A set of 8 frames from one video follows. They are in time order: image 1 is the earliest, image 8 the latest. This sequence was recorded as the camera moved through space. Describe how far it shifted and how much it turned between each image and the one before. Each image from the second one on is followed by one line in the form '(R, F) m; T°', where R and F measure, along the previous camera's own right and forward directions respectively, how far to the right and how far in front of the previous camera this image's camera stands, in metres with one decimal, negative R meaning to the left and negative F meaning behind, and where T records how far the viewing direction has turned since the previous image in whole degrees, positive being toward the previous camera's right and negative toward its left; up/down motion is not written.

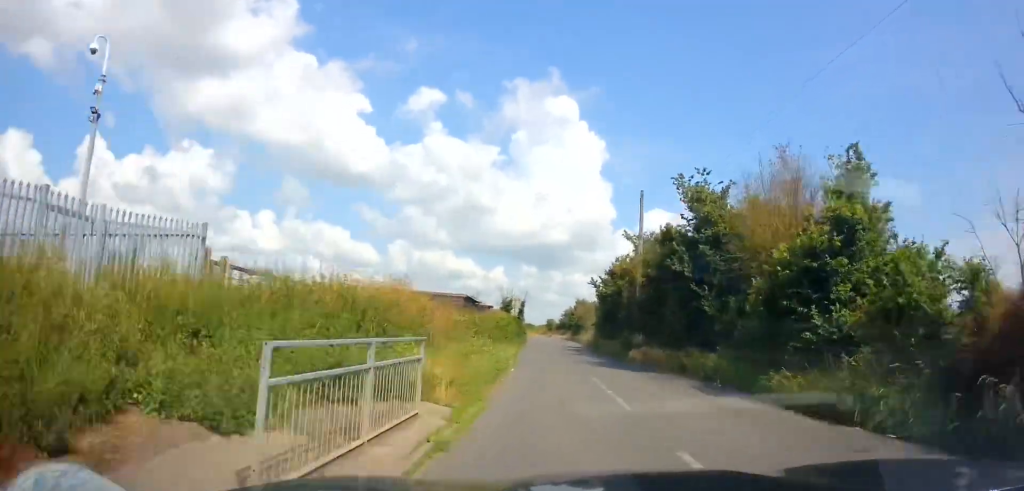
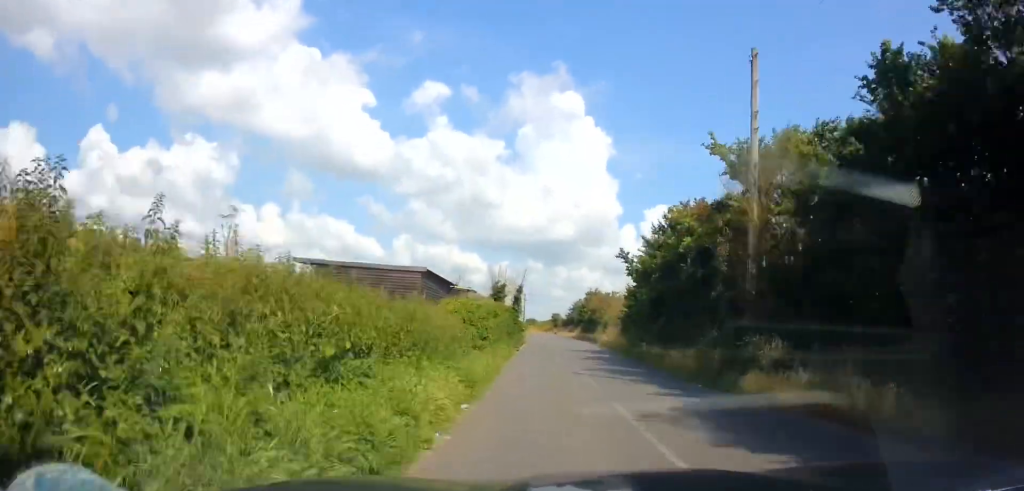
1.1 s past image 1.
(+0.3, +14.5) m; +1°
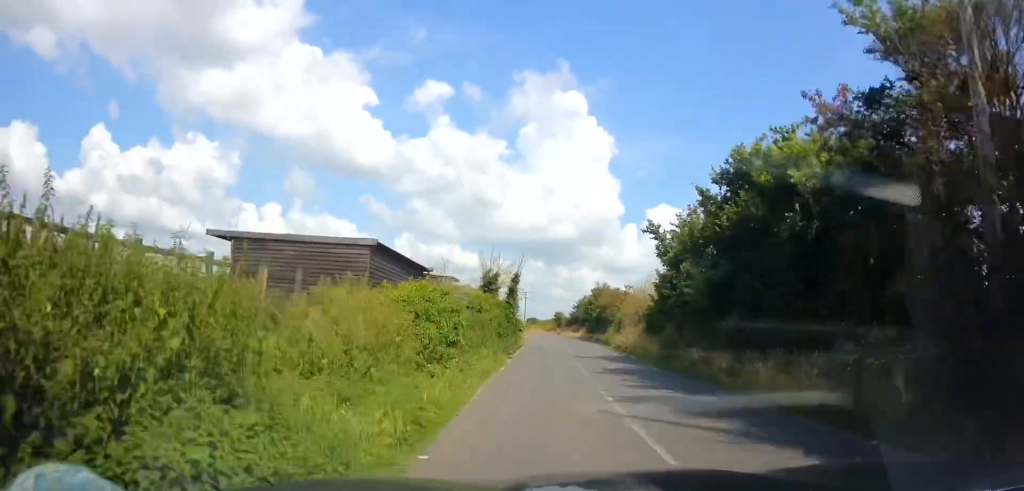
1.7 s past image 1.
(-0.1, +7.3) m; -1°
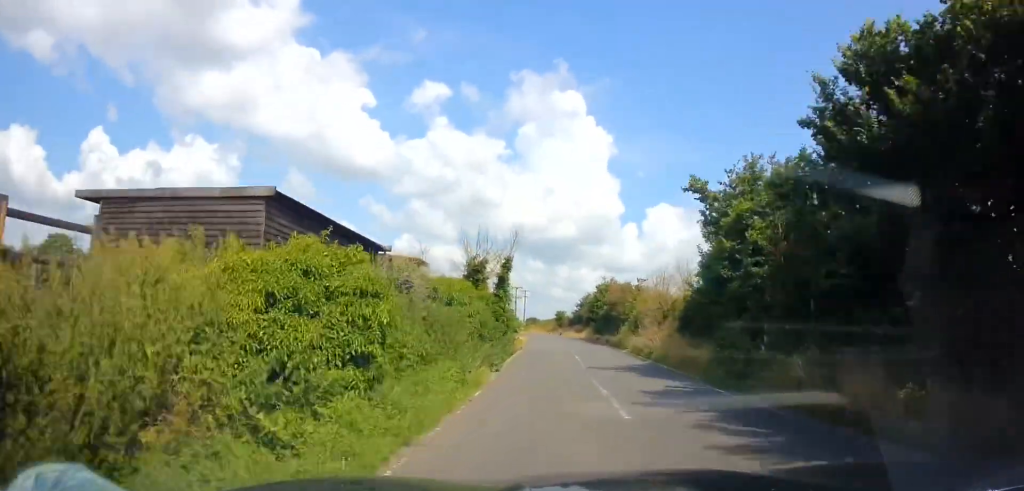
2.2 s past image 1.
(0.0, +6.0) m; 0°
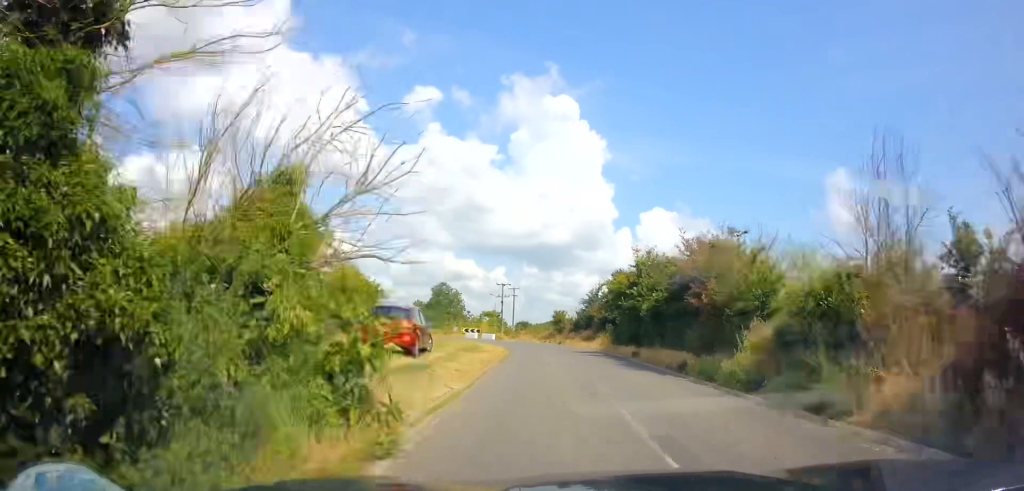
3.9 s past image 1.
(+0.3, +22.5) m; 0°
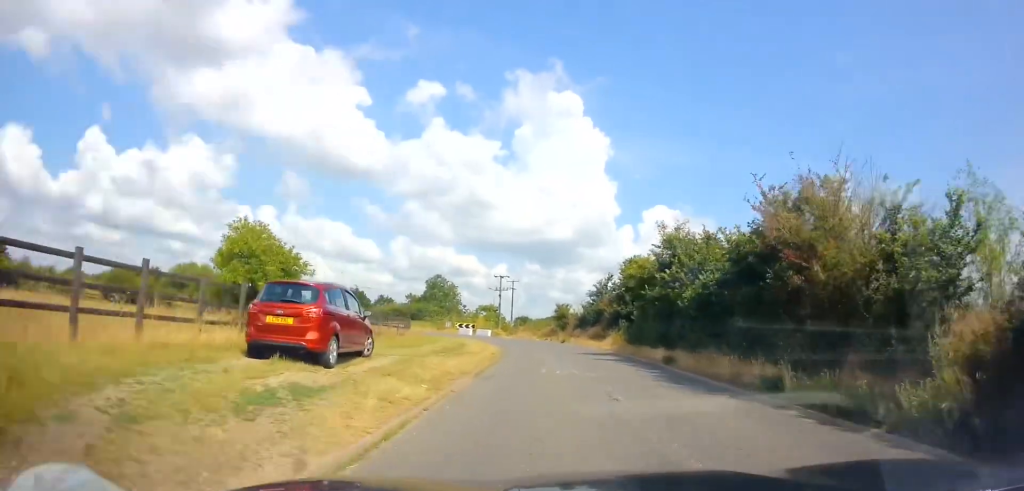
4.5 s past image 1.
(-0.1, +7.1) m; 0°
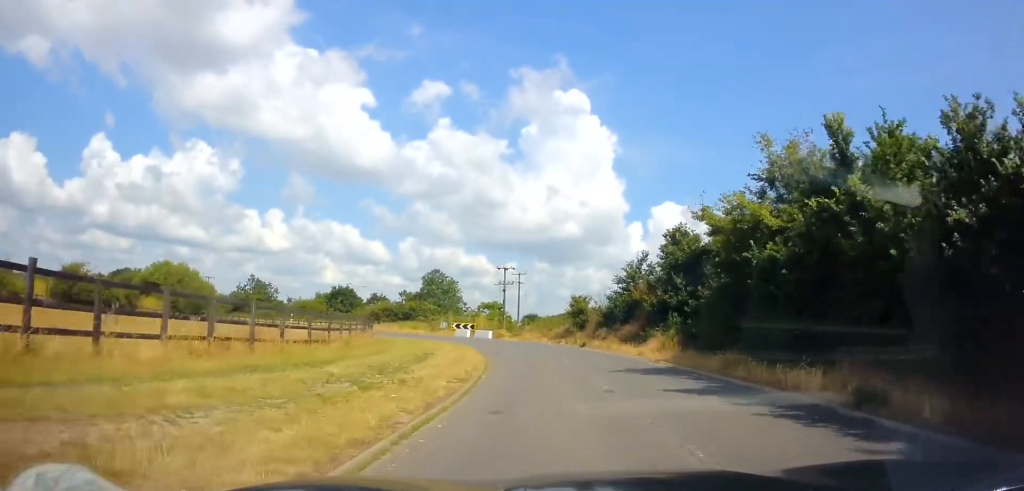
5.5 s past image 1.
(-0.1, +12.5) m; 0°
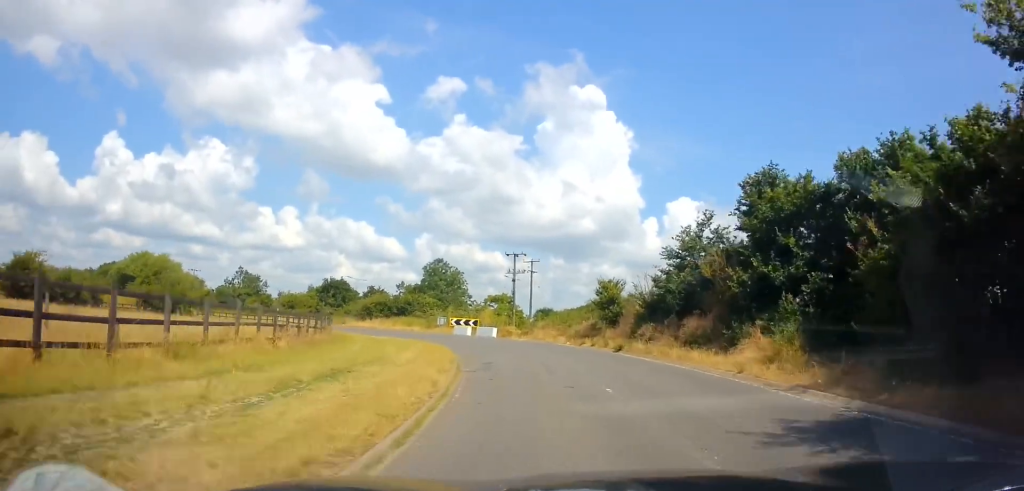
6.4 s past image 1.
(0.0, +10.4) m; -2°
